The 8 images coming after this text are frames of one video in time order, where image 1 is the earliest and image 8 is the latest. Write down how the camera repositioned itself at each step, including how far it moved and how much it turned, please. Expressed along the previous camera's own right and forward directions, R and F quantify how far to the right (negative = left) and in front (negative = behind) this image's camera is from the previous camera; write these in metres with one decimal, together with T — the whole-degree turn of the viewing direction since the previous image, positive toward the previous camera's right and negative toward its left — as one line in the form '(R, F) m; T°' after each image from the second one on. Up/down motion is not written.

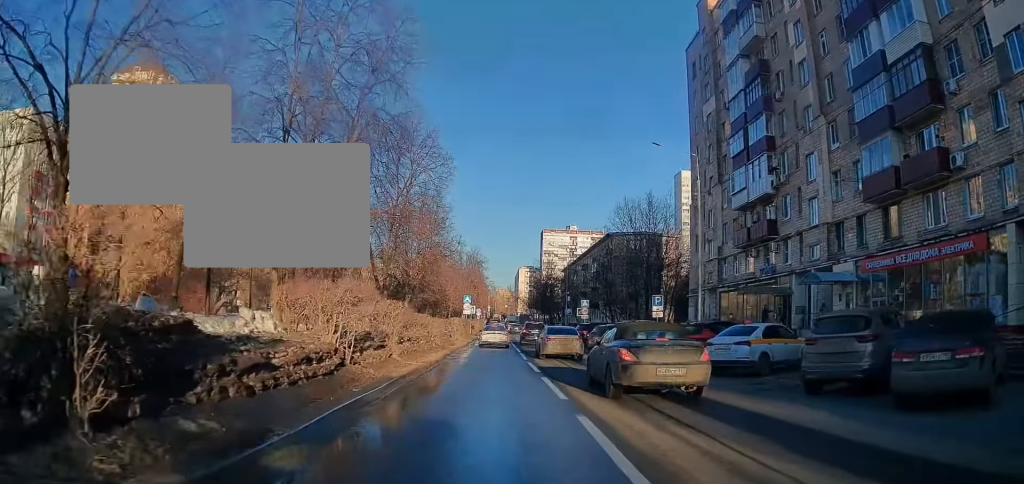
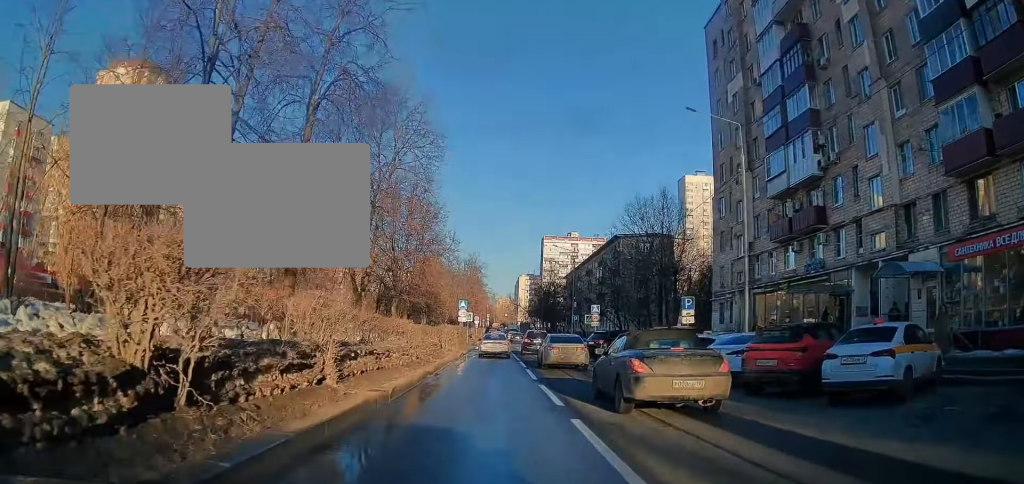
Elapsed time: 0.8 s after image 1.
(-0.1, +7.4) m; -1°
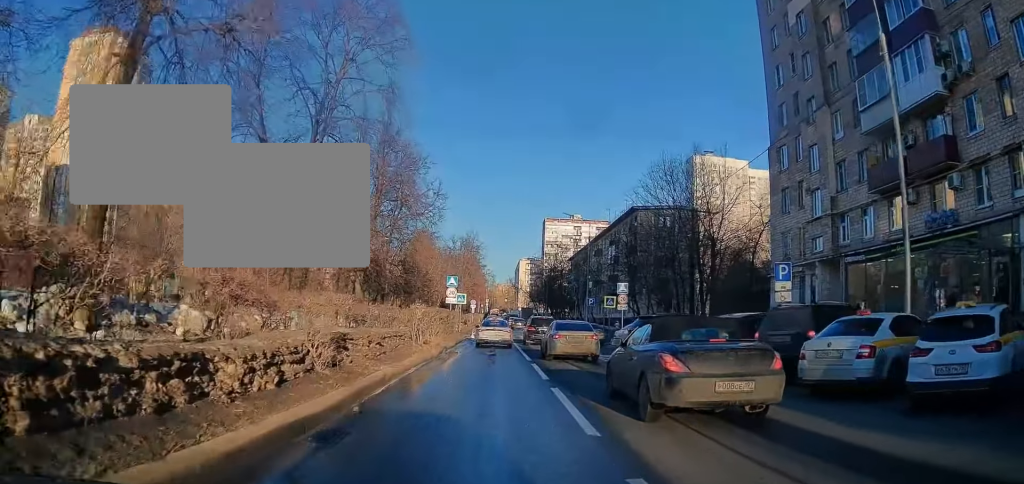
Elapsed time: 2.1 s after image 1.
(-0.1, +13.3) m; -1°
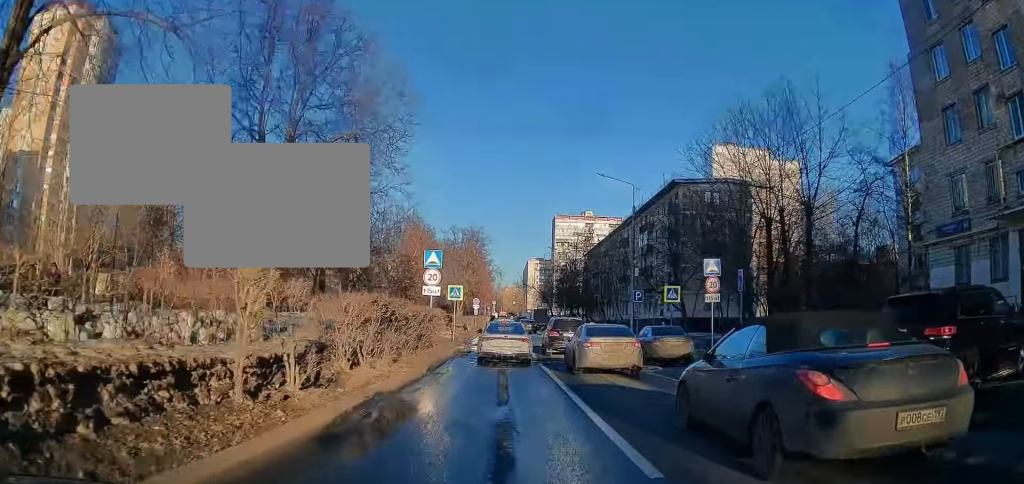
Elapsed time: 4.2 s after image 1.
(-0.4, +18.9) m; -1°
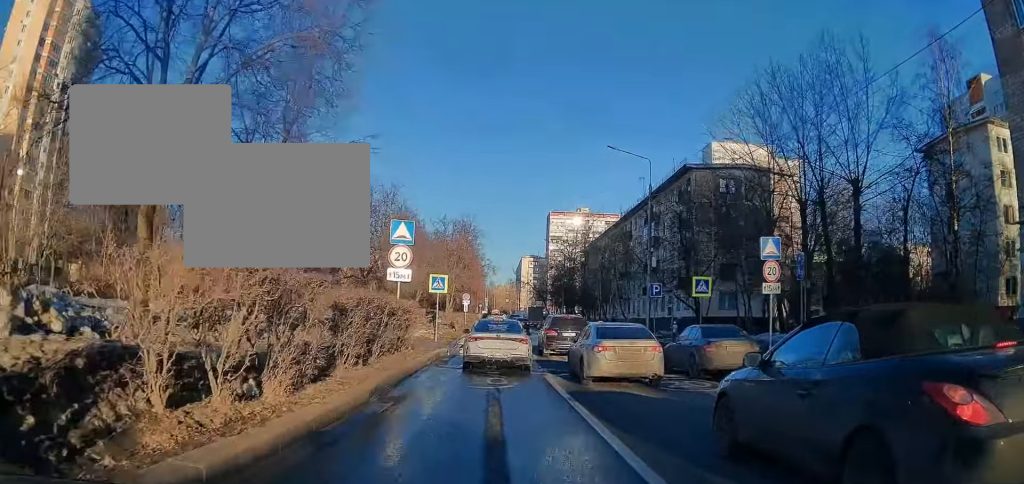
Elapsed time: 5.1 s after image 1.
(0.0, +8.6) m; 0°
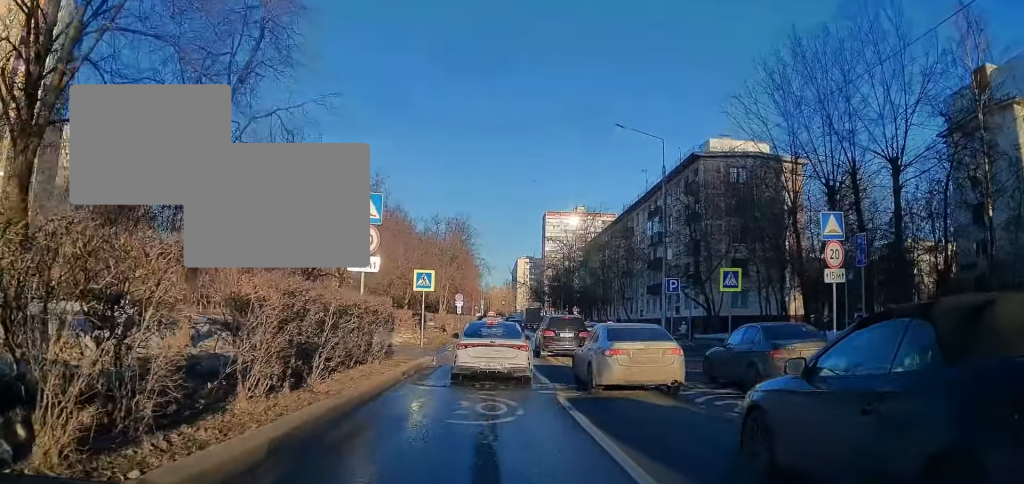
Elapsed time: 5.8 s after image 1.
(0.0, +6.6) m; 0°
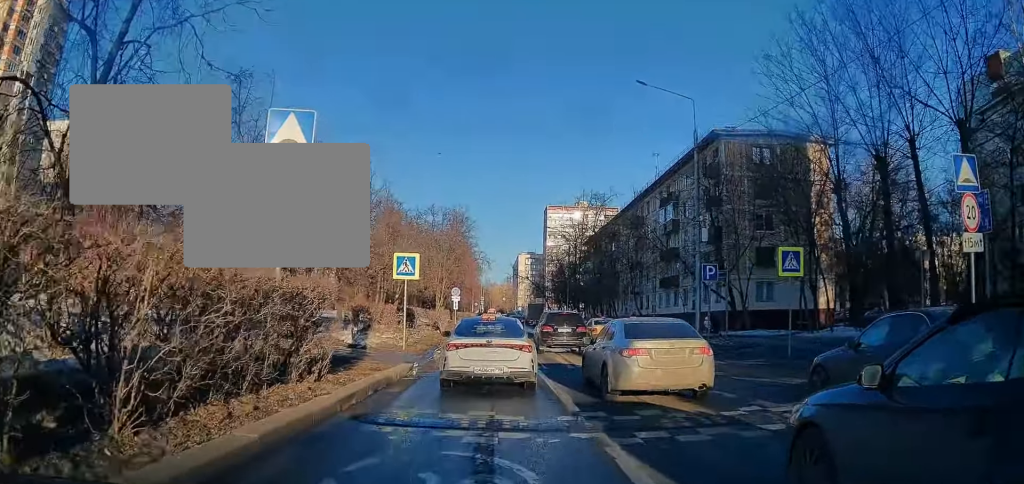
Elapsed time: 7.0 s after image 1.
(+0.1, +8.2) m; +3°
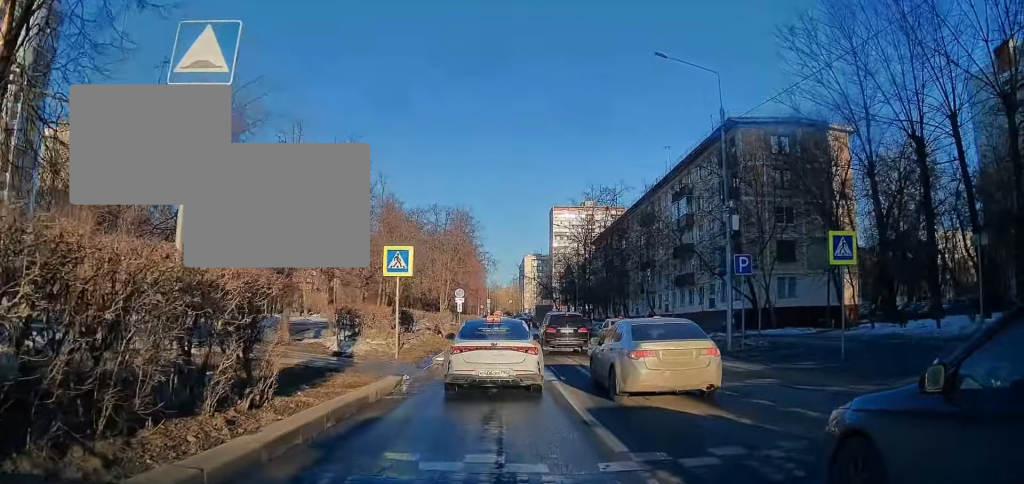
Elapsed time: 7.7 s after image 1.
(+0.1, +4.1) m; +3°
